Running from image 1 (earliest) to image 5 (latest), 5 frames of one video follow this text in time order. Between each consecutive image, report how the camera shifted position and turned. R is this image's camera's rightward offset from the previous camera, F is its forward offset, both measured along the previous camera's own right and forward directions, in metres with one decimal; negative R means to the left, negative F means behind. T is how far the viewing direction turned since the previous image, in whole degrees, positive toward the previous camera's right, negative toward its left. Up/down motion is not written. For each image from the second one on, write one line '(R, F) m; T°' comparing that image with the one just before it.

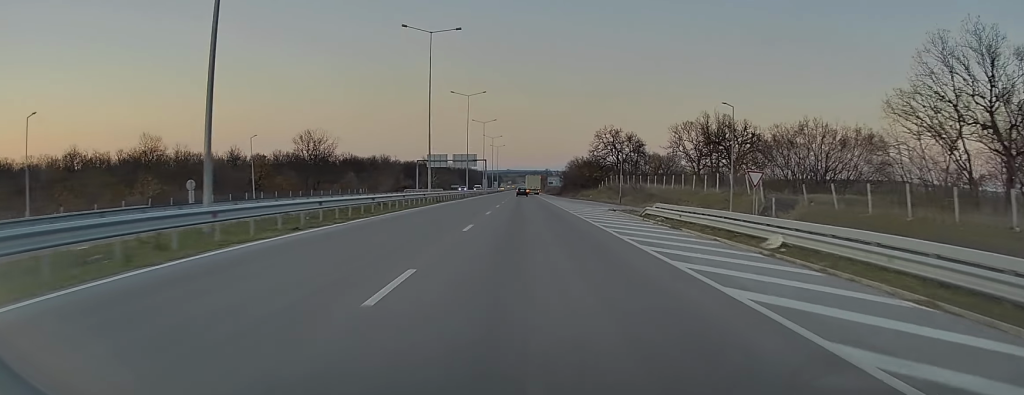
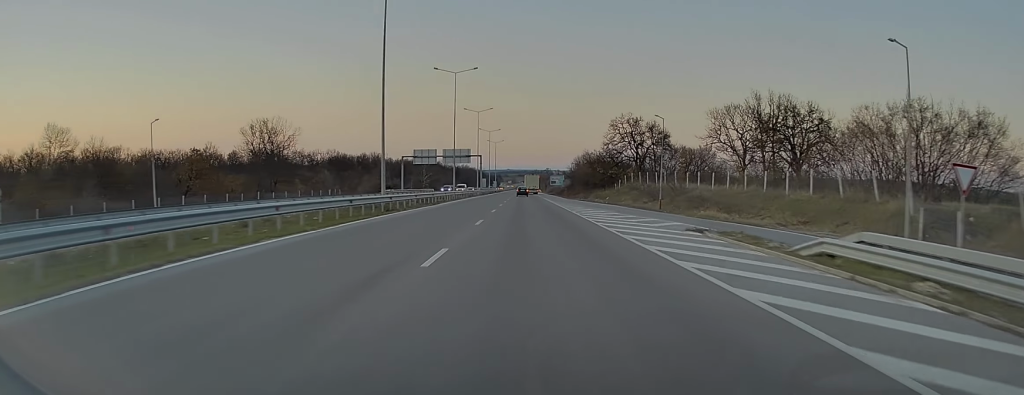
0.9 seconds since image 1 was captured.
(-0.2, +20.4) m; 0°
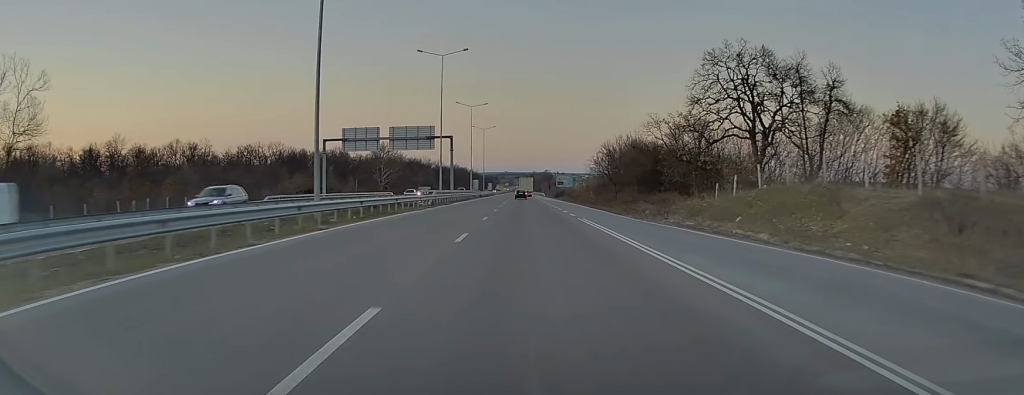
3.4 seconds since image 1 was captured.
(+0.2, +54.1) m; 0°
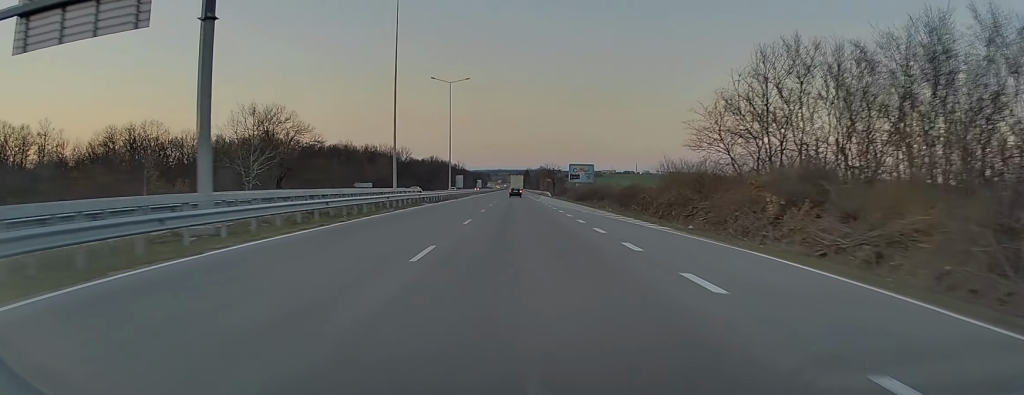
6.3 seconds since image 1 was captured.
(+0.1, +64.2) m; +1°
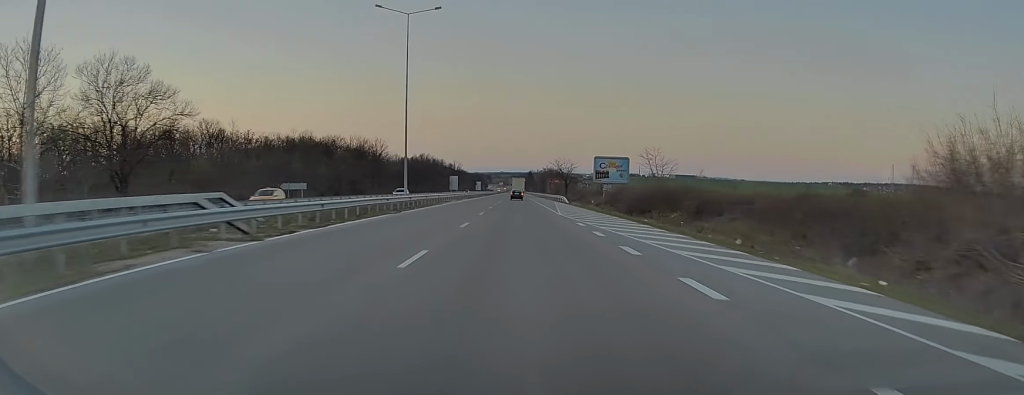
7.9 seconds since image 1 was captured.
(+0.1, +36.3) m; 0°
